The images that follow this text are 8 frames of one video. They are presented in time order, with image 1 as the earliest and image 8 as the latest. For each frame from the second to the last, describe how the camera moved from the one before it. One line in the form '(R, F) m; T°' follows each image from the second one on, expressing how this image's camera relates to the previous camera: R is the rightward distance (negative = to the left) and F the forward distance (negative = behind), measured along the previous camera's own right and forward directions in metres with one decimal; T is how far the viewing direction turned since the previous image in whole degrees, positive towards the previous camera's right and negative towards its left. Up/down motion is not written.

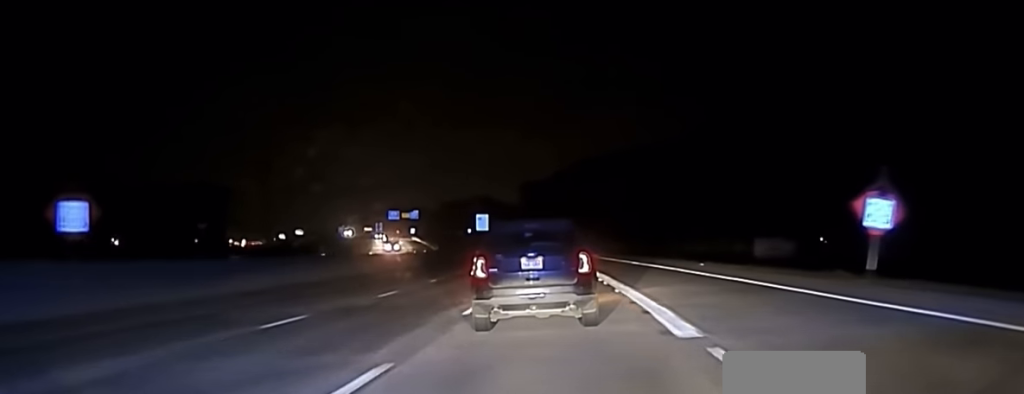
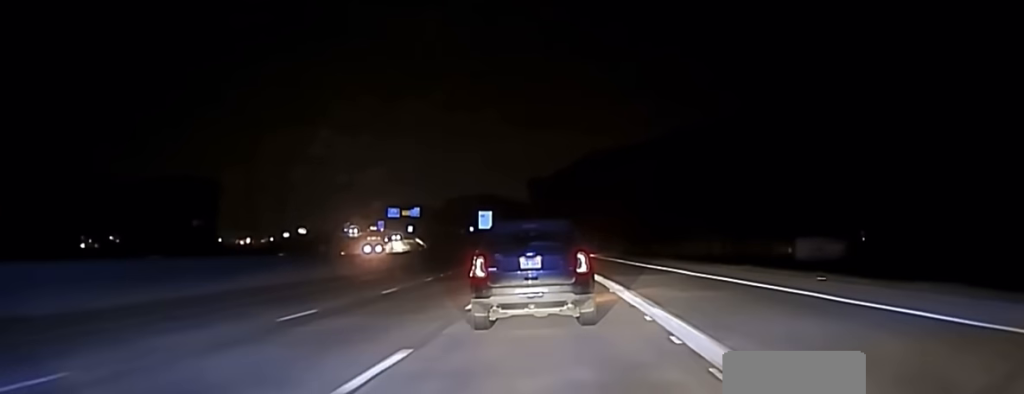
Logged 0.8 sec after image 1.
(-0.2, +25.1) m; -1°
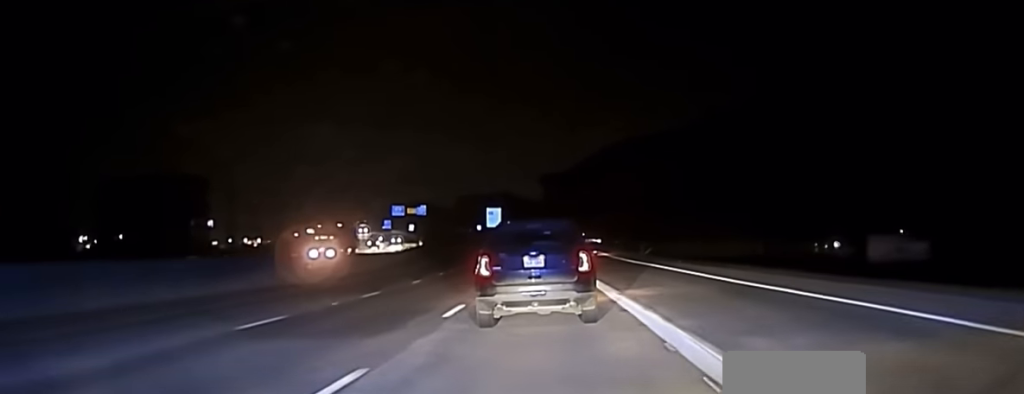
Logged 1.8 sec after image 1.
(-0.1, +28.0) m; -1°
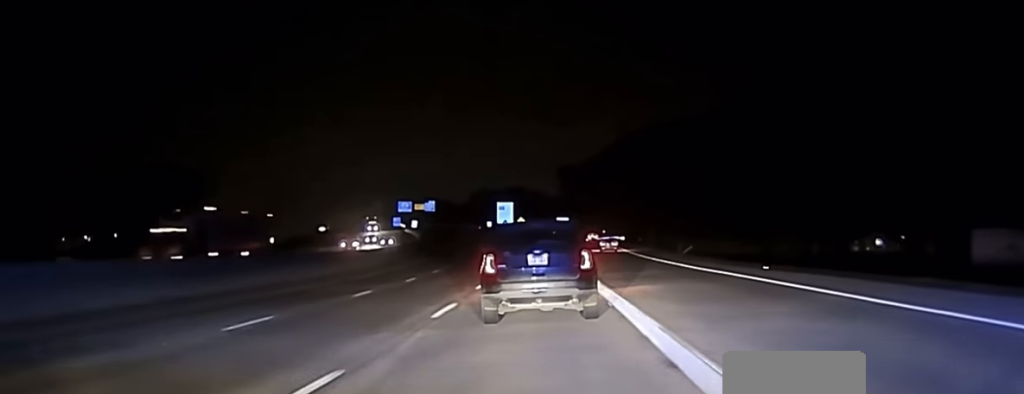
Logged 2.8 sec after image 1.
(-0.2, +25.4) m; -1°
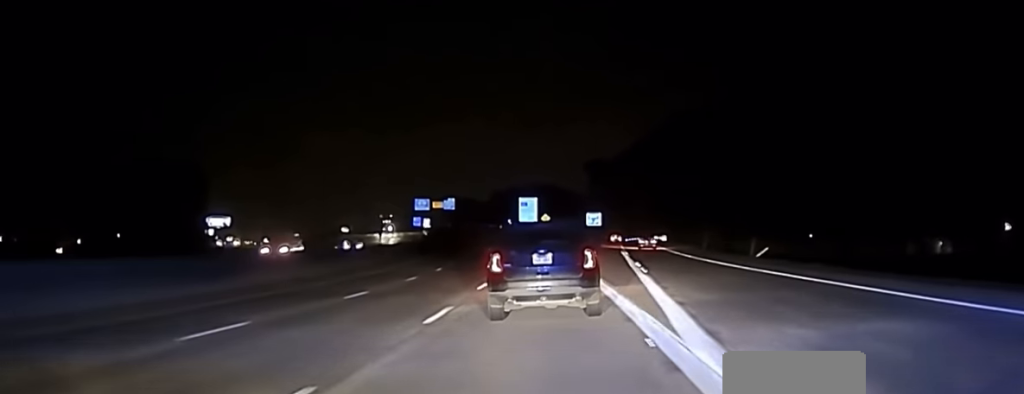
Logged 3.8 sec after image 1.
(-0.3, +24.9) m; -1°
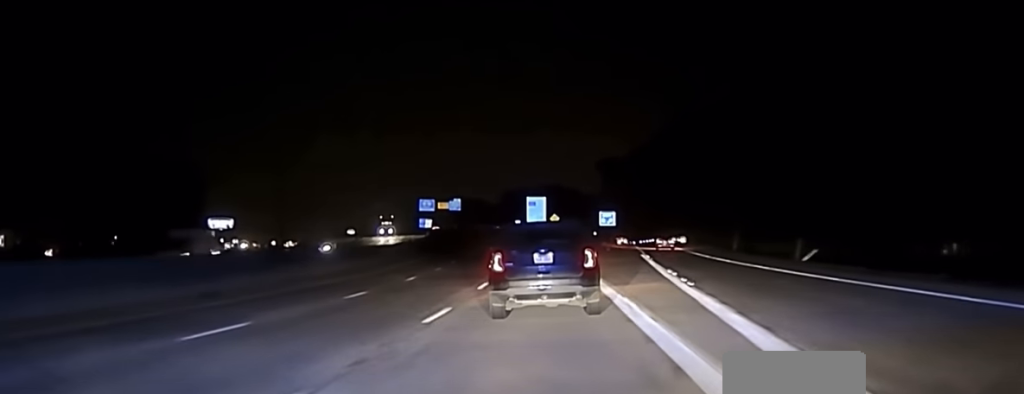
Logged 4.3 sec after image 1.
(+0.1, +11.0) m; 0°
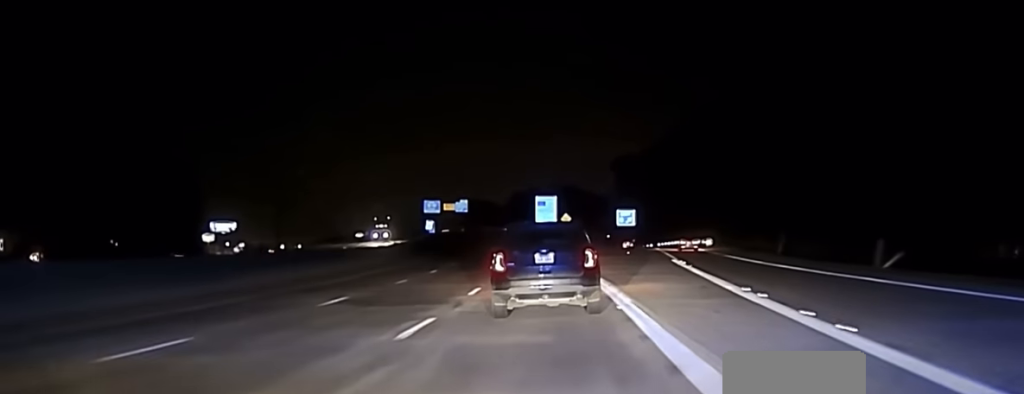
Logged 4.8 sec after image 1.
(-0.2, +13.3) m; -1°
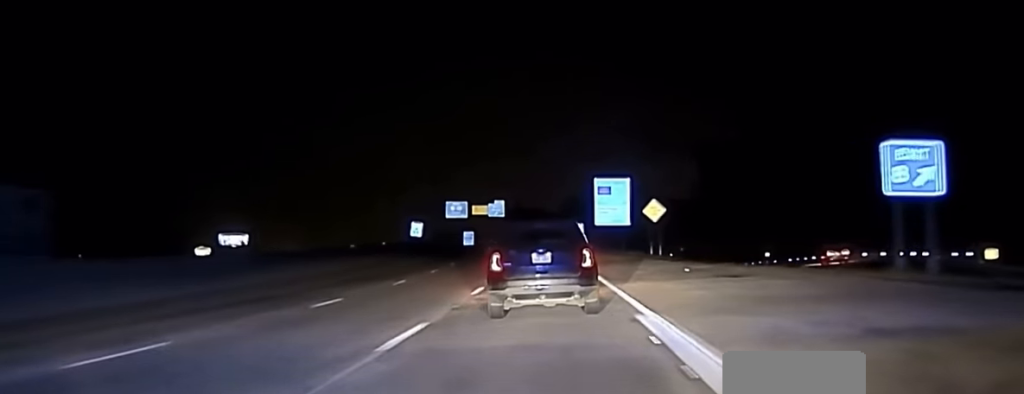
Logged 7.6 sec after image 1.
(-3.0, +77.4) m; -4°
